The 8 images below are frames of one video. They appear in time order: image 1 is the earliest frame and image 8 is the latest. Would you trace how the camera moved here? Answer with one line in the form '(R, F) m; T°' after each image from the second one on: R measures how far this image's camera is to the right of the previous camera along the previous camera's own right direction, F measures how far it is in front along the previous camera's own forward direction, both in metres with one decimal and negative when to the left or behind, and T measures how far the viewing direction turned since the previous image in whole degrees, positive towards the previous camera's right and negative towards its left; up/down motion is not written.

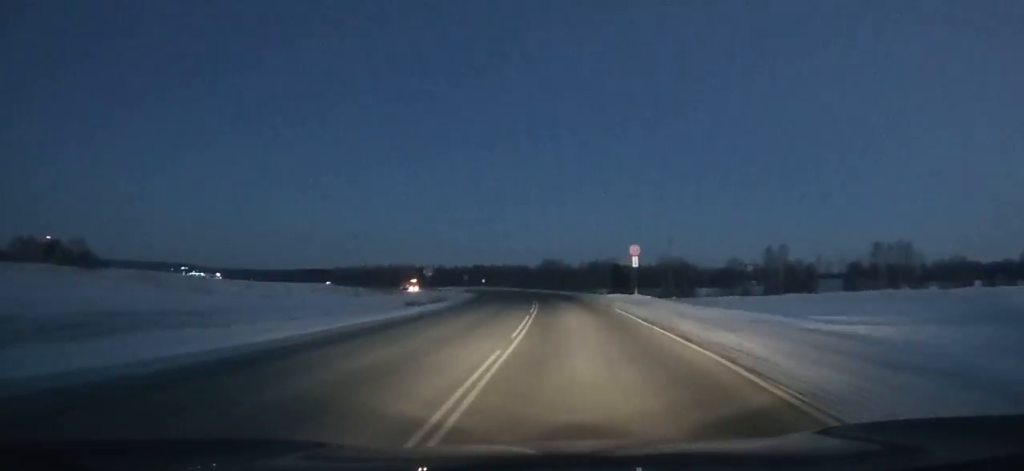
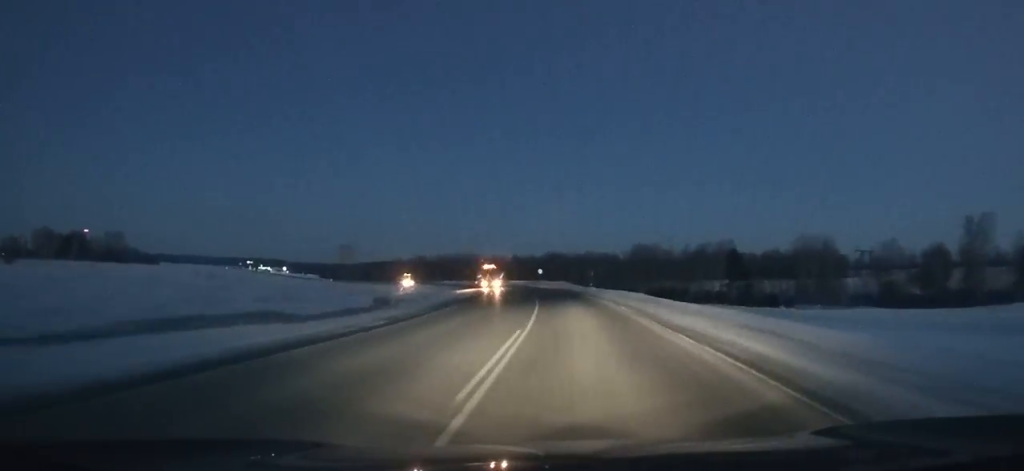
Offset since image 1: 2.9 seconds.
(-4.8, +71.0) m; -9°
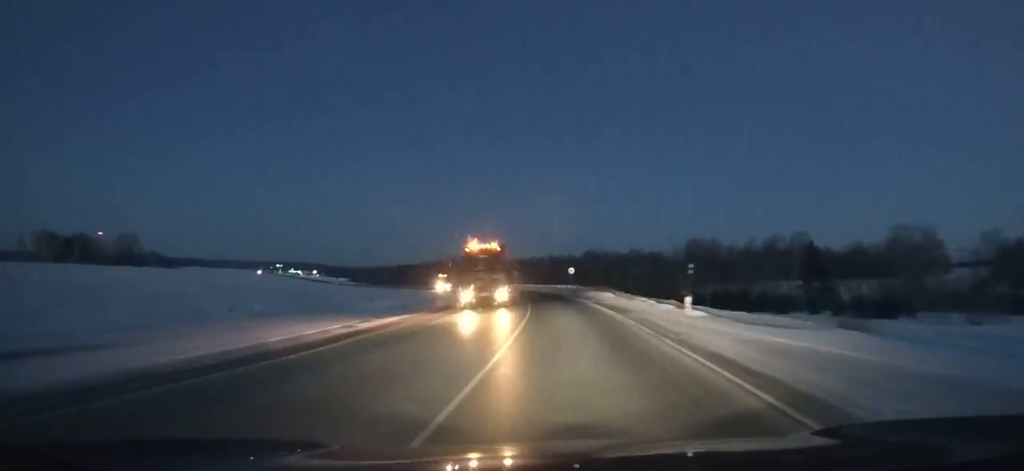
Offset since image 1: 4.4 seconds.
(-2.6, +35.8) m; -5°
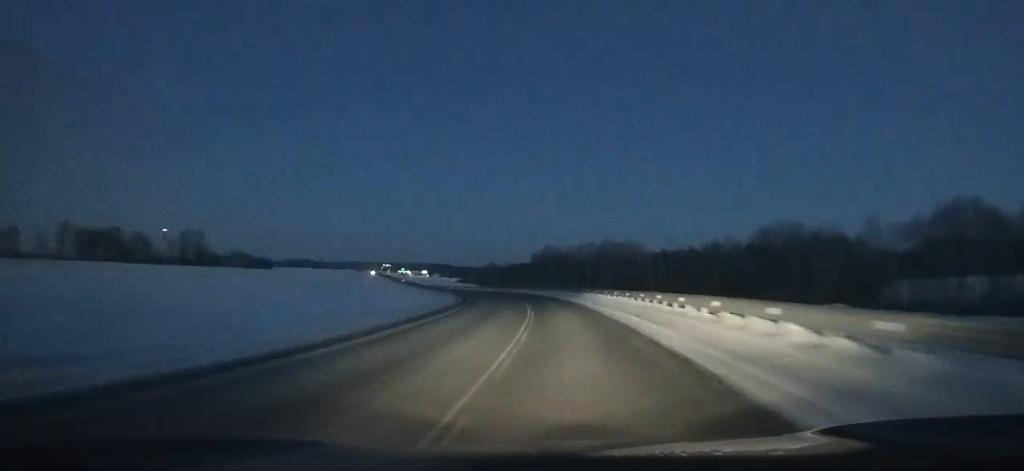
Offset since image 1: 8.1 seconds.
(-9.7, +87.9) m; -14°
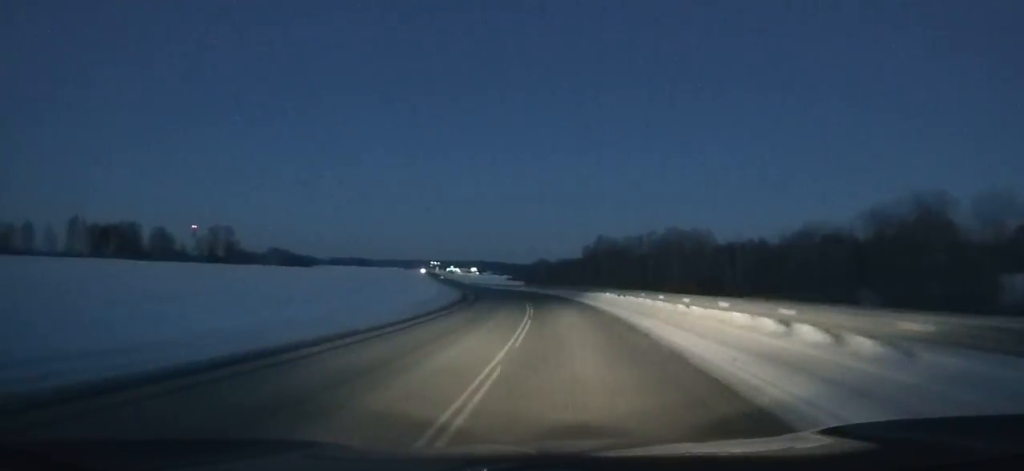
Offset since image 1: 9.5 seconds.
(-2.0, +34.1) m; -6°
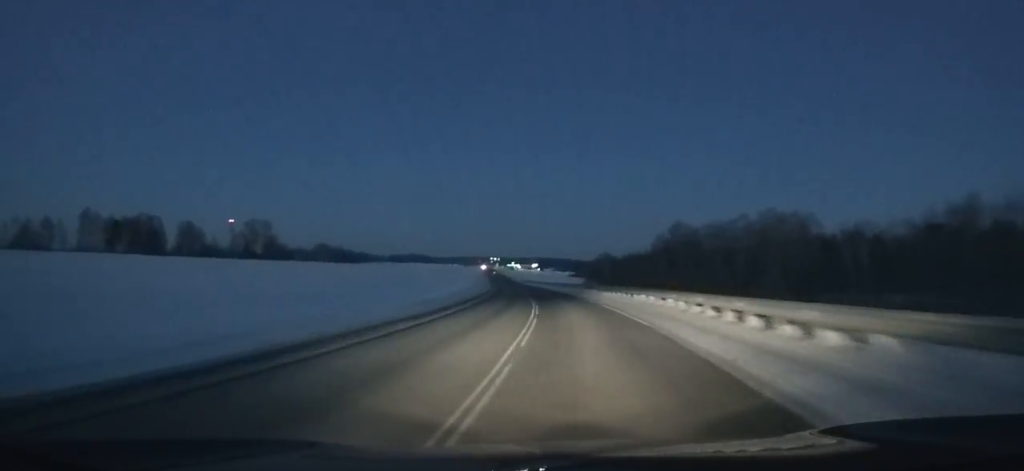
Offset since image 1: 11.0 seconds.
(-1.8, +37.3) m; -6°
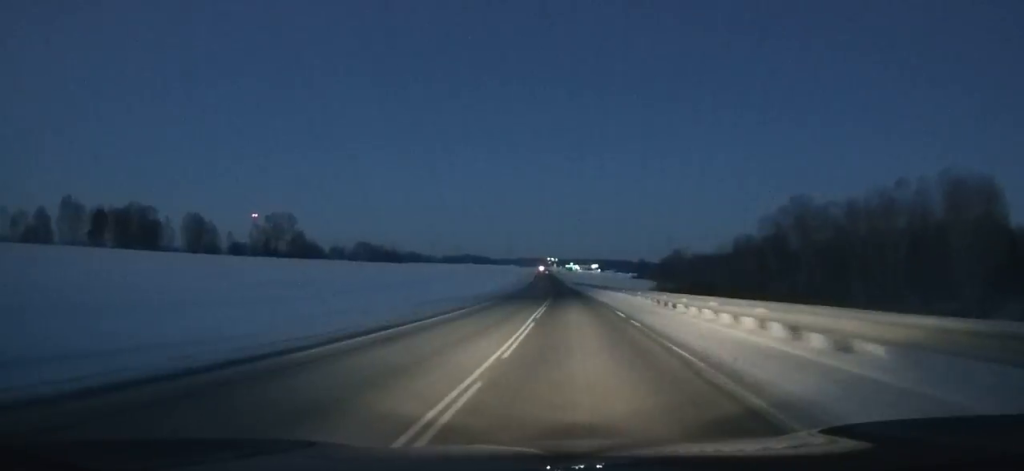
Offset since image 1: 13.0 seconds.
(-4.1, +51.4) m; -5°
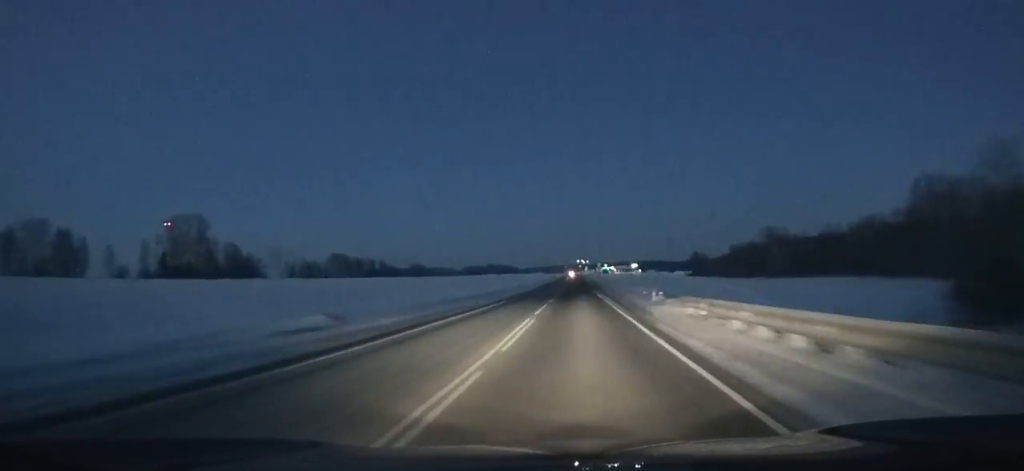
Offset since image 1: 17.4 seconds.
(-6.6, +119.4) m; -4°
